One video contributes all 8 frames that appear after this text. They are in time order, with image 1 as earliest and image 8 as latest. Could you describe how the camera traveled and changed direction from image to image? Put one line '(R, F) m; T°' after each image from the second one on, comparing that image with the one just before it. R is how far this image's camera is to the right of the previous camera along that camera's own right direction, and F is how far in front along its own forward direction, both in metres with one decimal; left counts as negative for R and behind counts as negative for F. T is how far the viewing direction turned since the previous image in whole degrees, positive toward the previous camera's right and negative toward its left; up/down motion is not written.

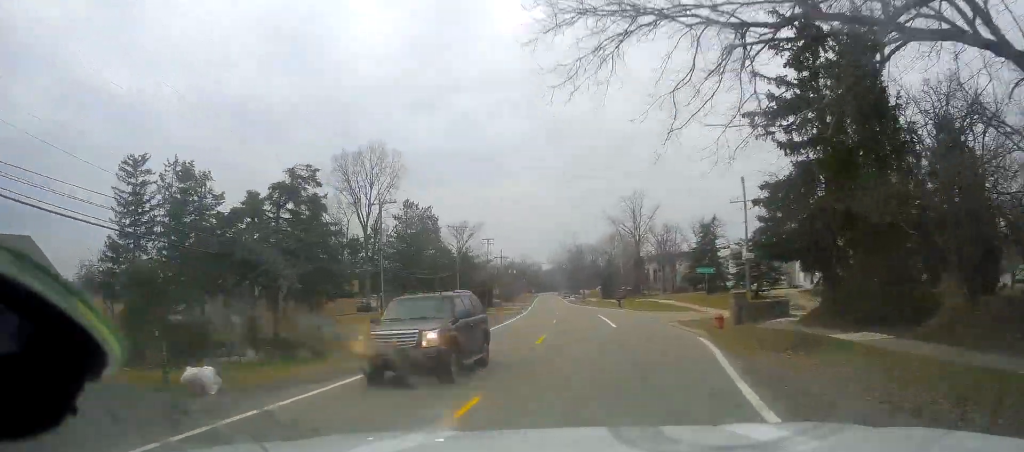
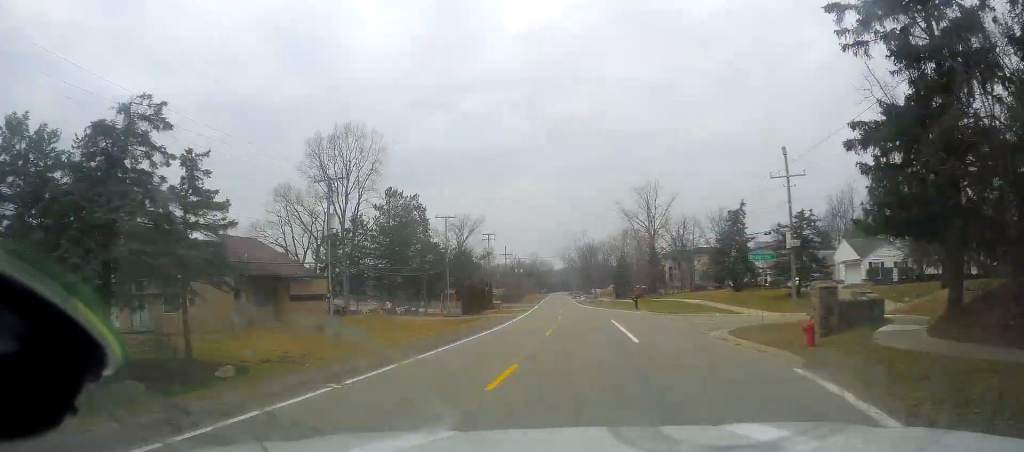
(+0.1, +10.8) m; -1°
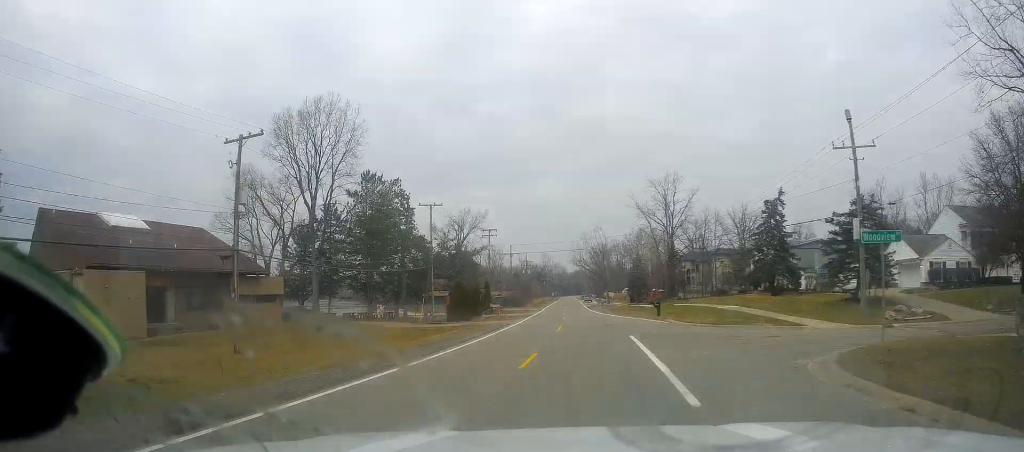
(-0.6, +11.0) m; -1°
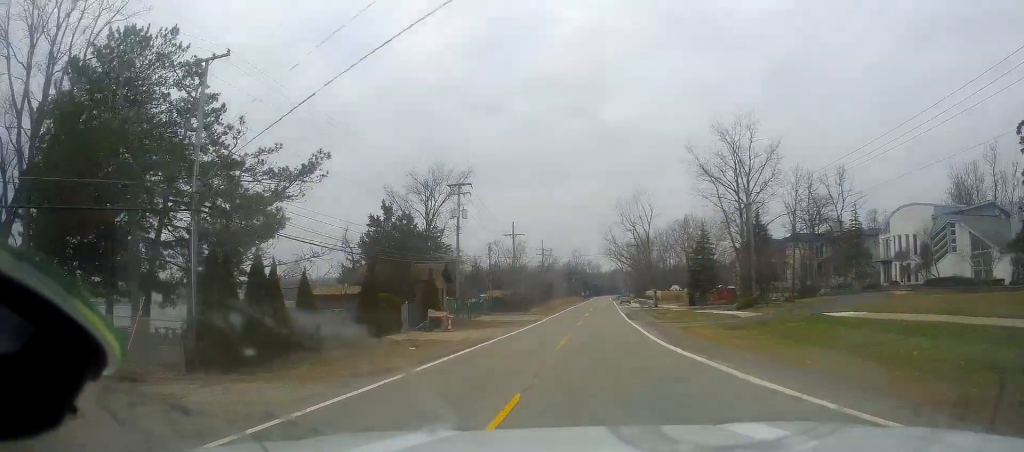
(-0.8, +38.9) m; -3°
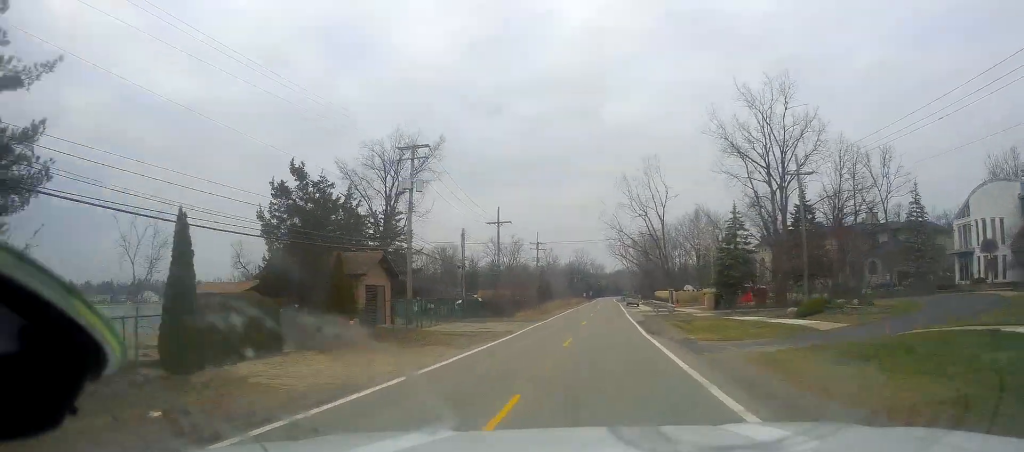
(-0.2, +14.7) m; 0°
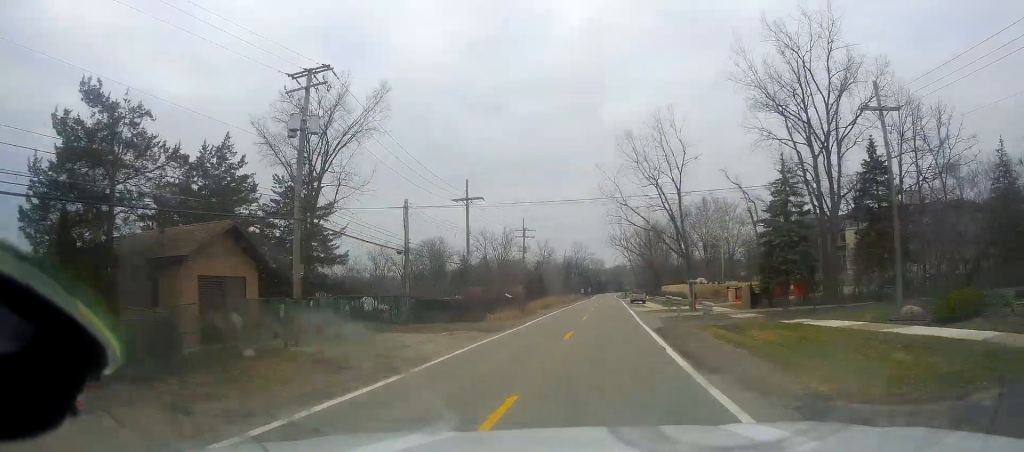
(0.0, +15.5) m; +1°
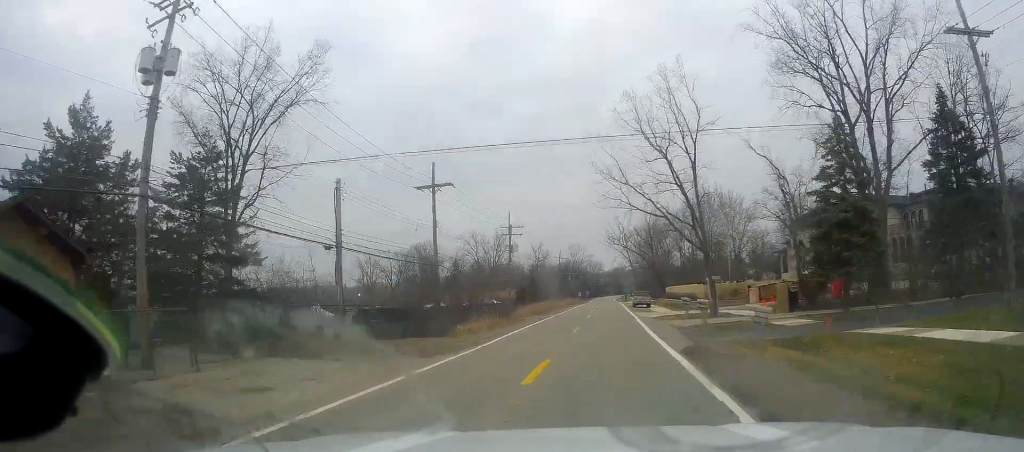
(+0.2, +10.1) m; +1°
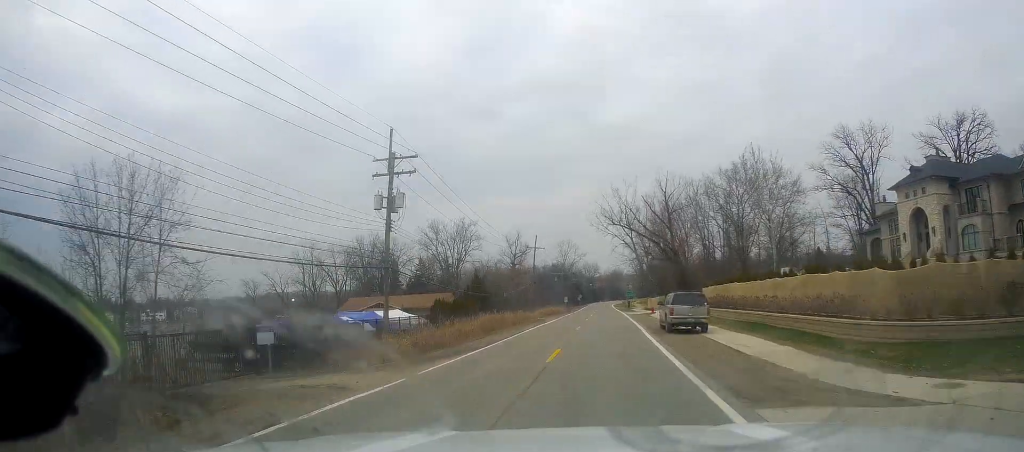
(-0.2, +40.7) m; -1°
